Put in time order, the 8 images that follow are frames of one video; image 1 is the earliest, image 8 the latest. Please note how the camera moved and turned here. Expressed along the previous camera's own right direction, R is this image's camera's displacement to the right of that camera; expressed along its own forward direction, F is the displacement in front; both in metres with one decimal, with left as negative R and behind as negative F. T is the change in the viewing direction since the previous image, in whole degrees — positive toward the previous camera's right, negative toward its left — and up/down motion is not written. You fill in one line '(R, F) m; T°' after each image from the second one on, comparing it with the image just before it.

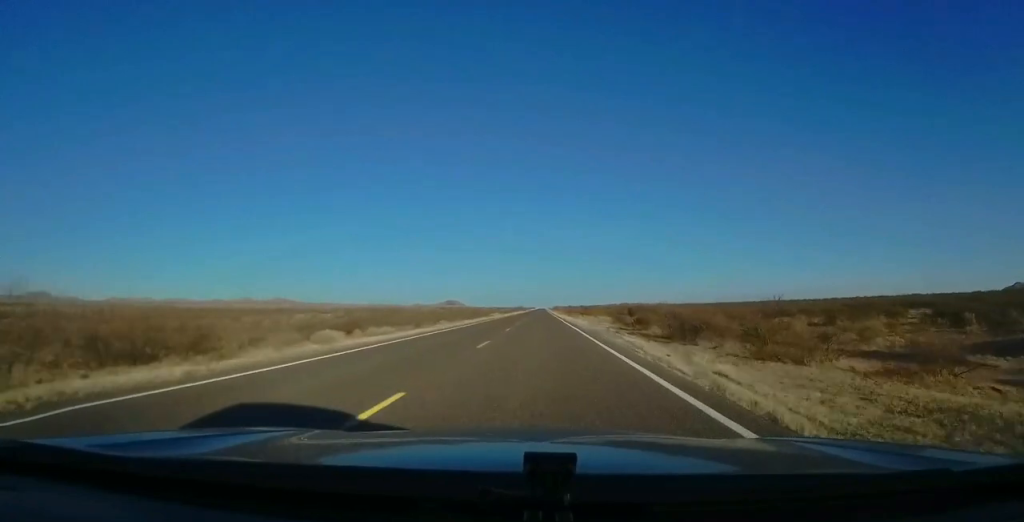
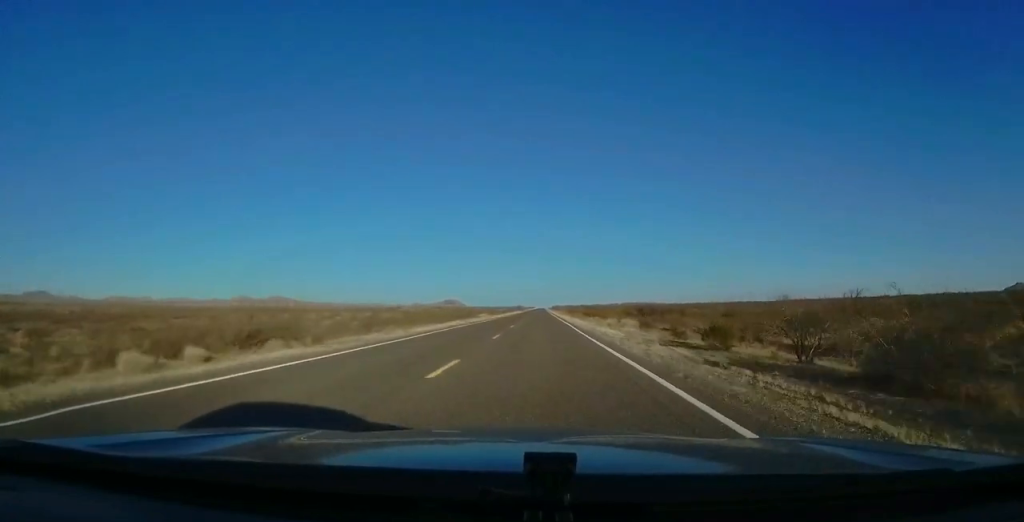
(0.0, +19.5) m; +1°
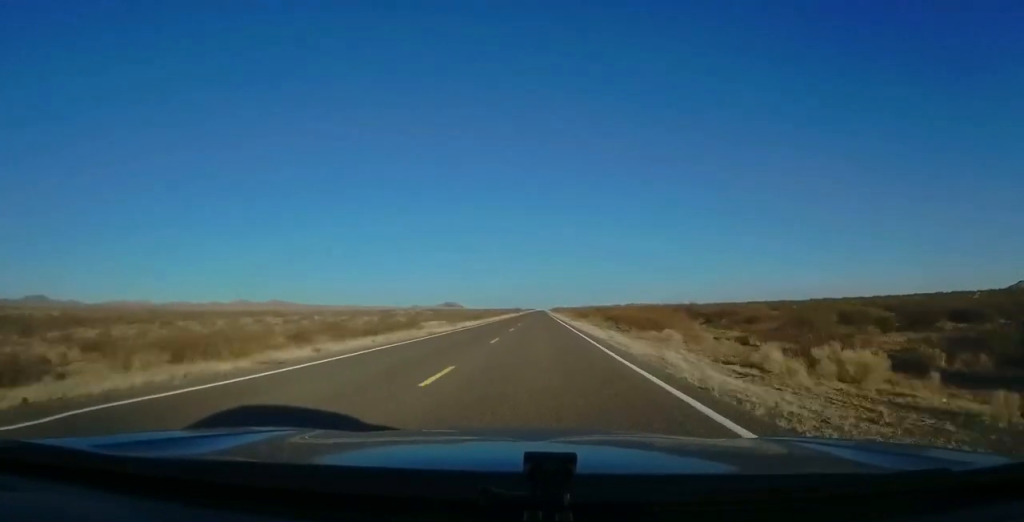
(+0.5, +37.0) m; +1°
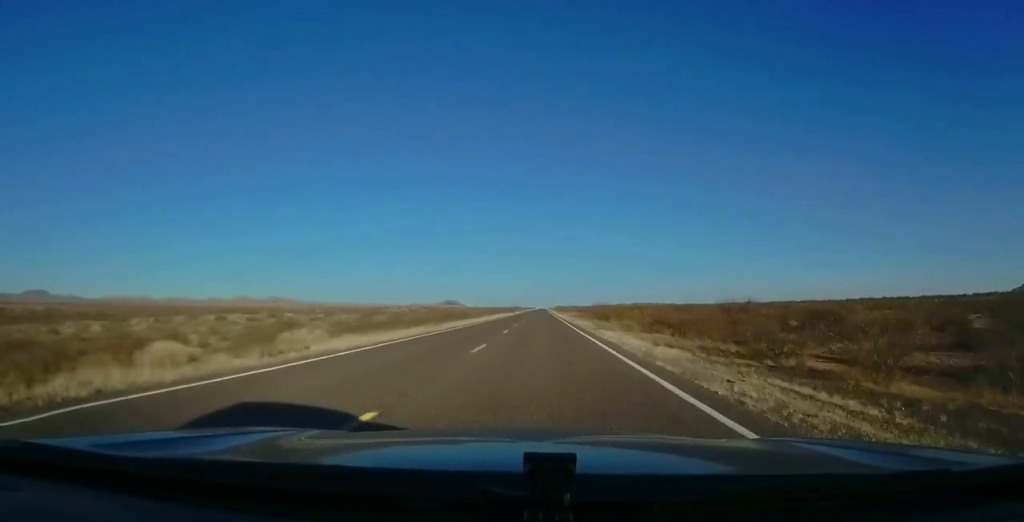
(-0.2, +30.2) m; -1°
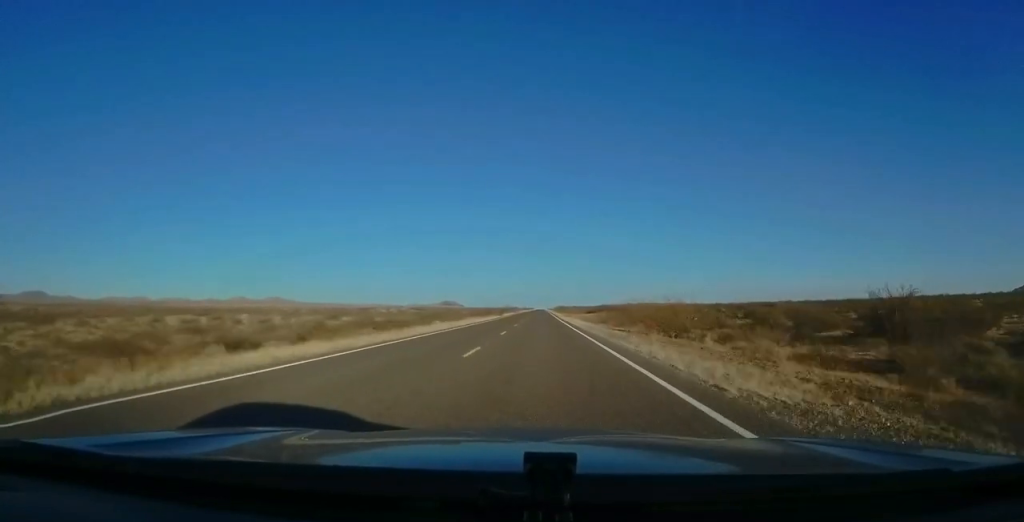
(-0.2, +38.0) m; 0°
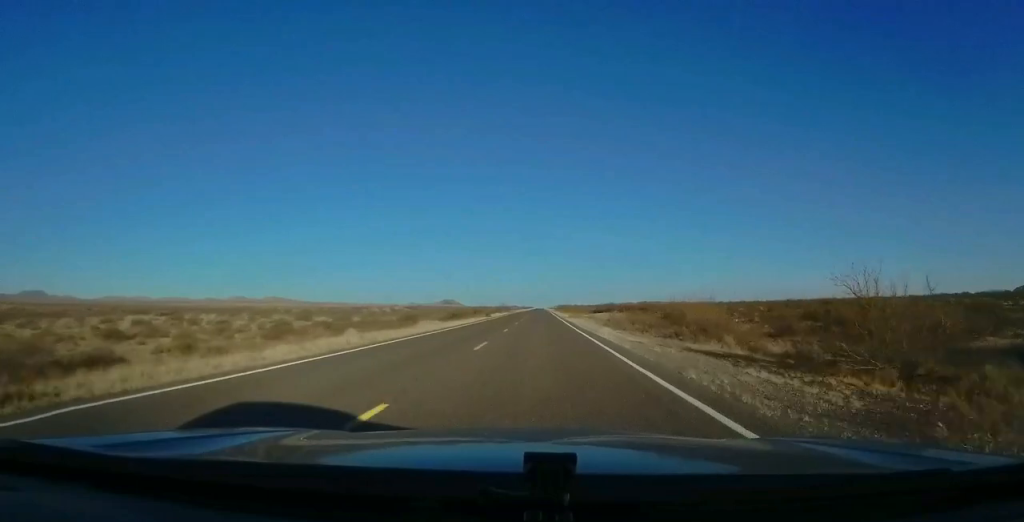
(0.0, +22.4) m; 0°
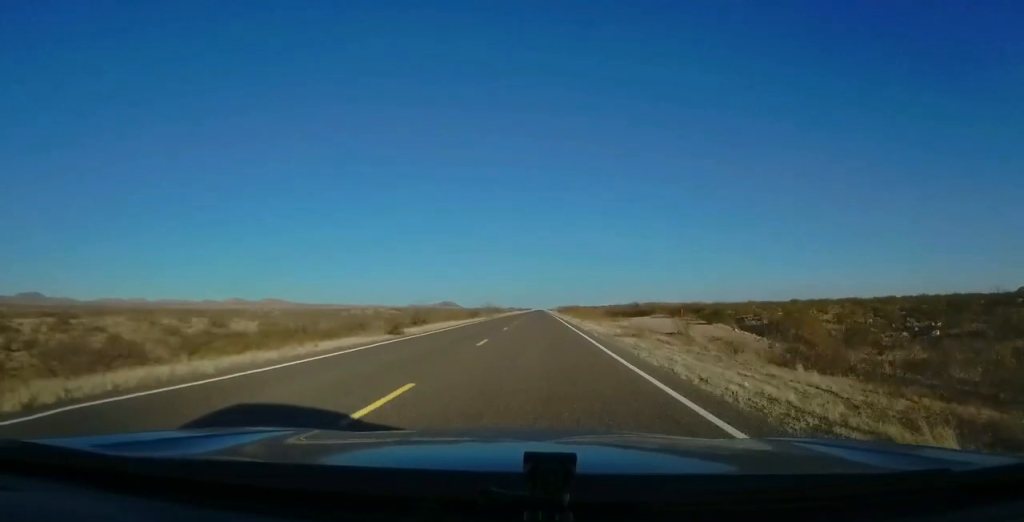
(0.0, +46.8) m; 0°
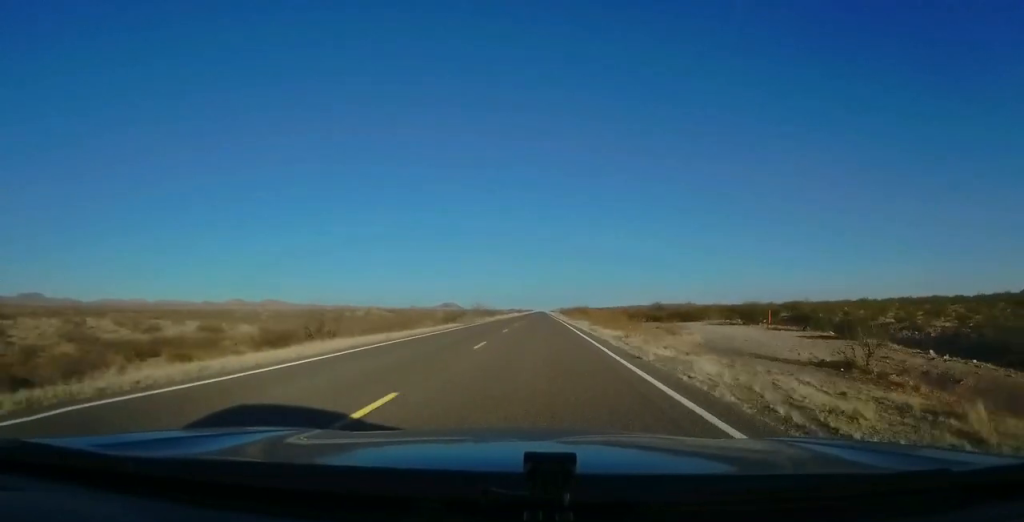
(0.0, +25.3) m; 0°
